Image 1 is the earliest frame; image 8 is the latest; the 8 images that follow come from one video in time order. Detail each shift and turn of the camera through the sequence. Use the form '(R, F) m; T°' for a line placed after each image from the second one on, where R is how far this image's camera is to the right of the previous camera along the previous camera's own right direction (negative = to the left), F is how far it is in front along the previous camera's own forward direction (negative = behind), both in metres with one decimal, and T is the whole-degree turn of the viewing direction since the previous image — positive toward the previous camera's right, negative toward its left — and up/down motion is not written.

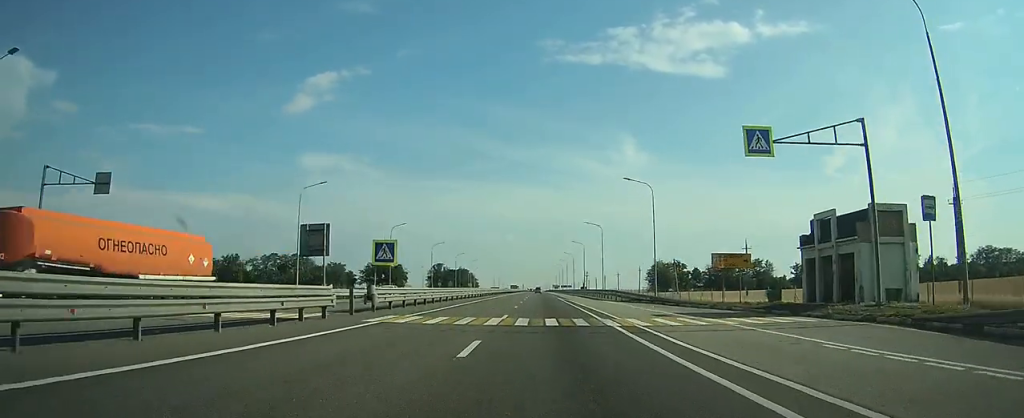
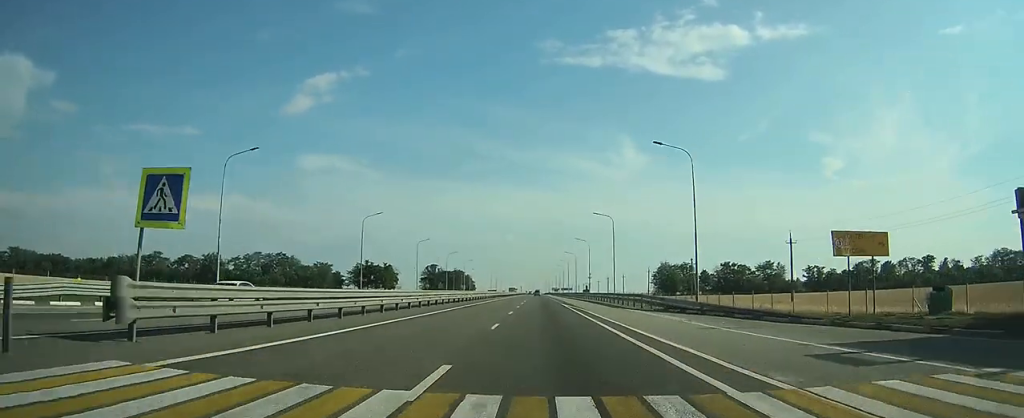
(+0.1, +16.1) m; 0°
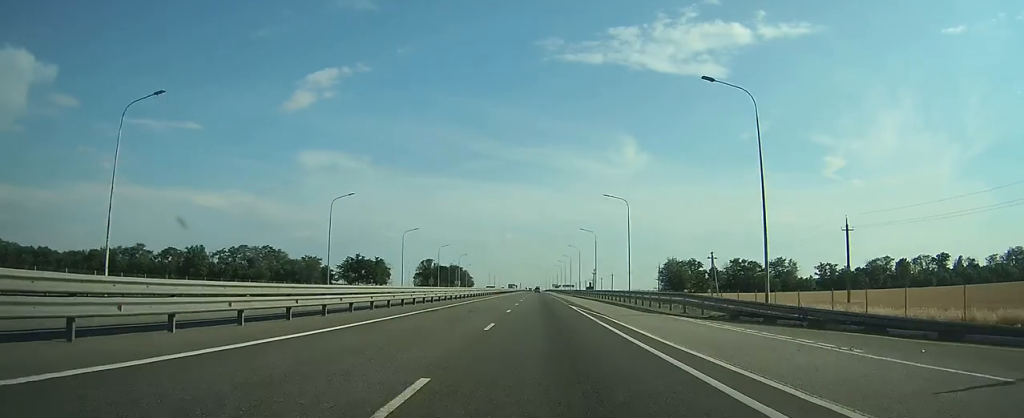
(0.0, +13.7) m; 0°
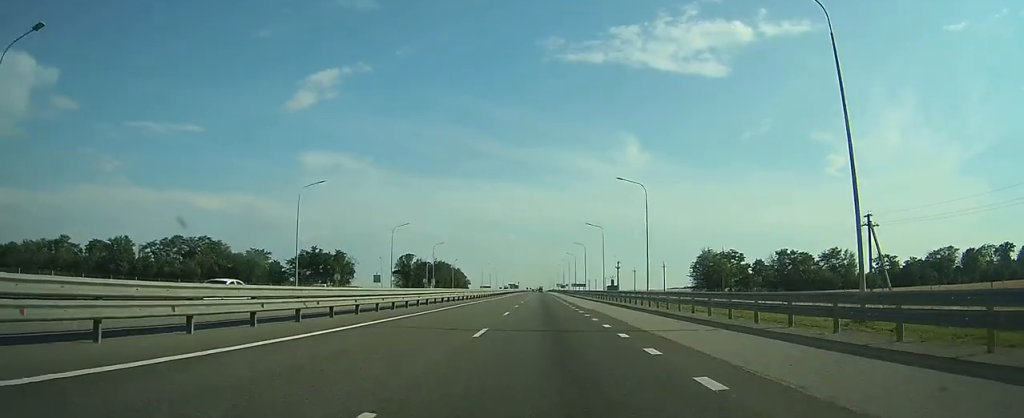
(-0.3, +50.5) m; -1°
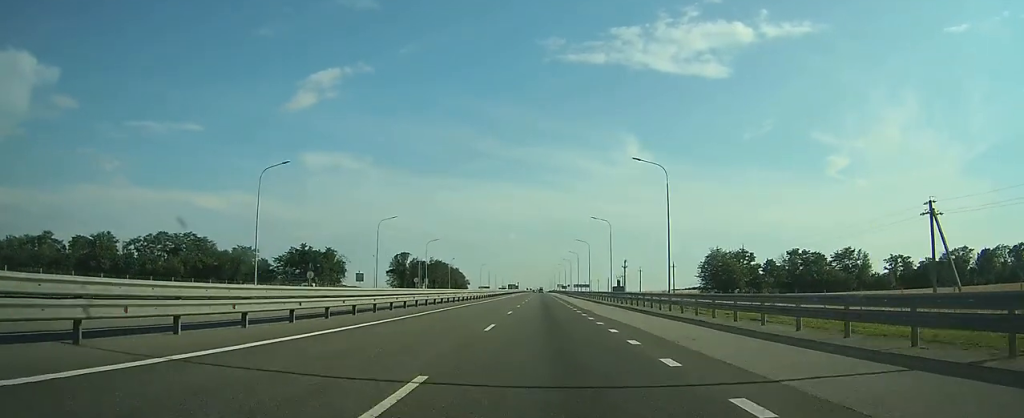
(0.0, +9.5) m; 0°
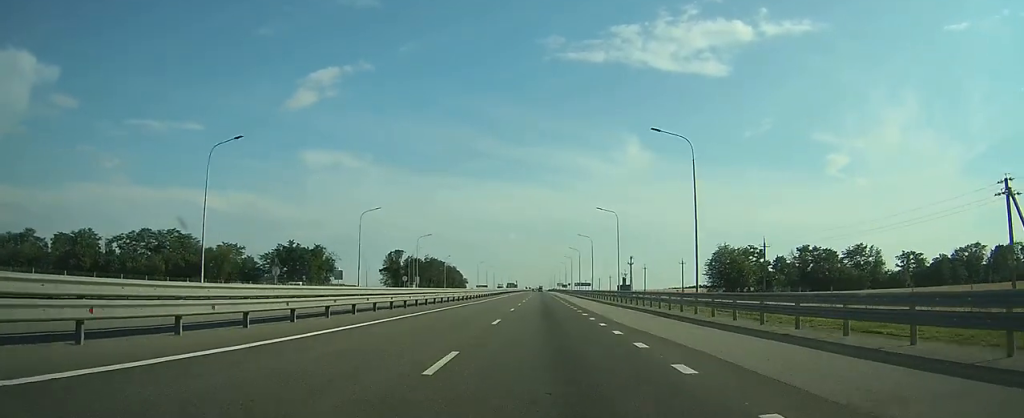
(0.0, +8.9) m; 0°
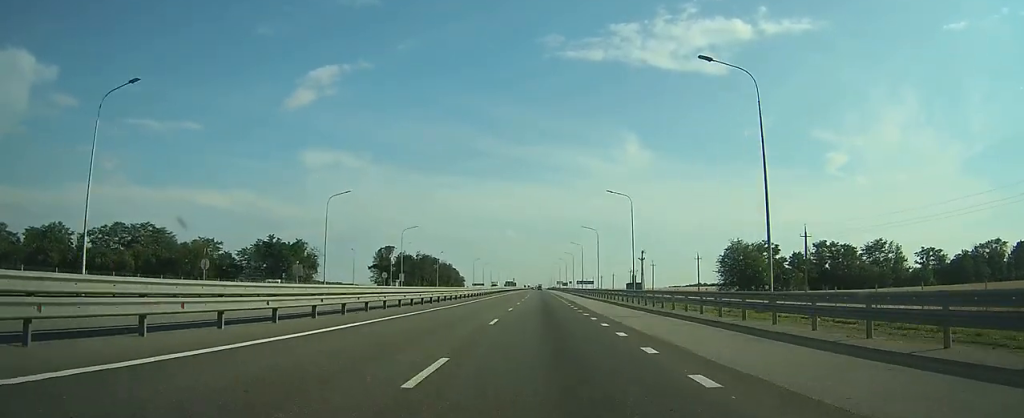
(0.0, +13.1) m; 0°
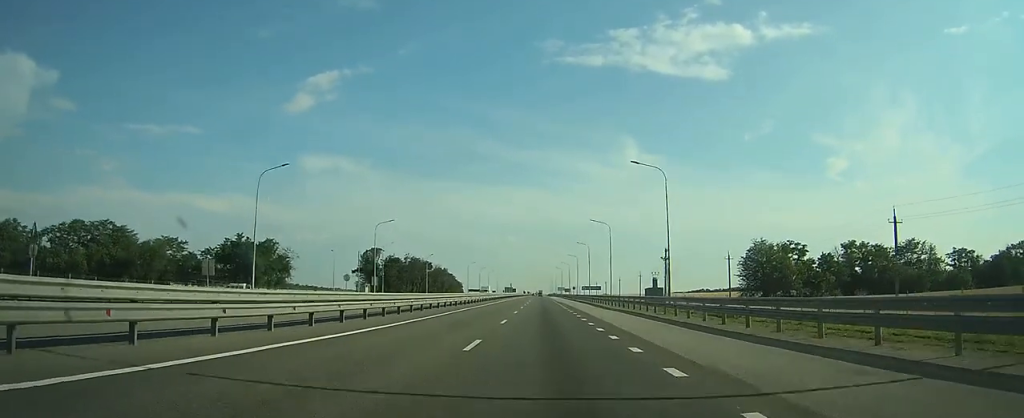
(0.0, +18.2) m; 0°
